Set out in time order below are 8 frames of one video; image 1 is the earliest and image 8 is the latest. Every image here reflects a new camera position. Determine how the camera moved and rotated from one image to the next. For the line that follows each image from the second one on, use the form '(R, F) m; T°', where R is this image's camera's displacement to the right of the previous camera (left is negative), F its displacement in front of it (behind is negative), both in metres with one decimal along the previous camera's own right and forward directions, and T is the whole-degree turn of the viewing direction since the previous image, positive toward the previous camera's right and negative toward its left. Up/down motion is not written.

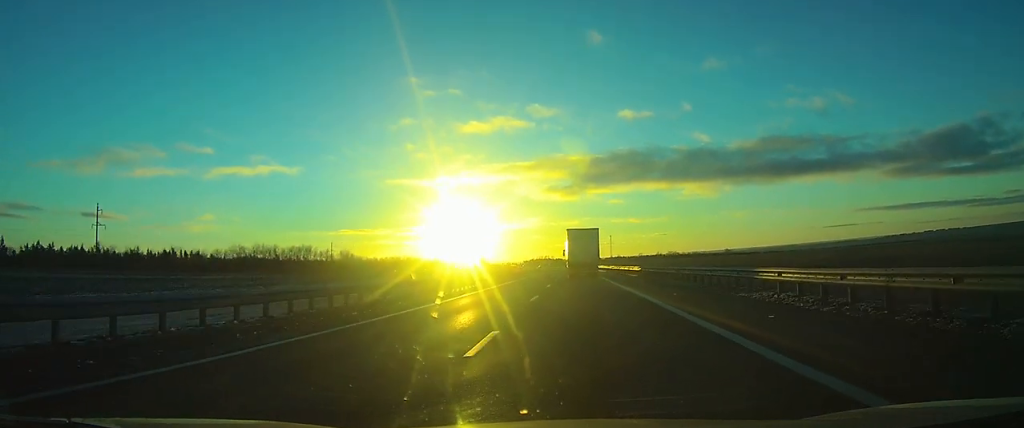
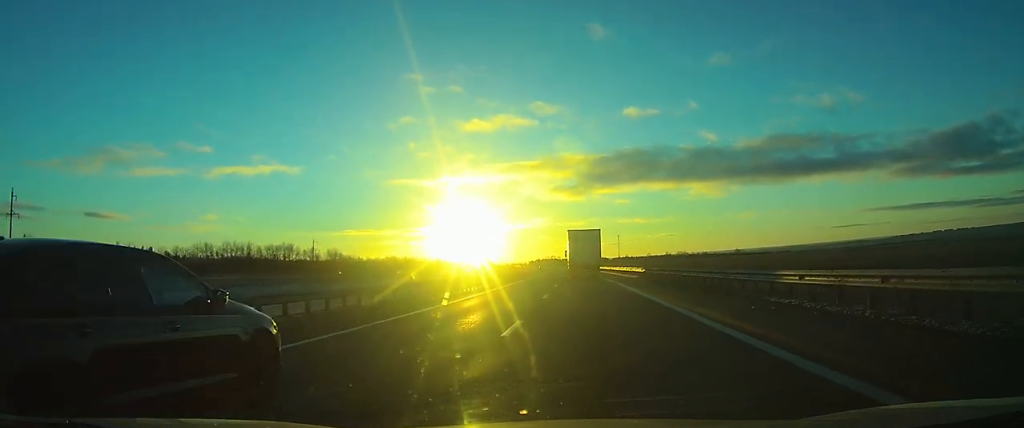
(-0.3, +35.2) m; -1°
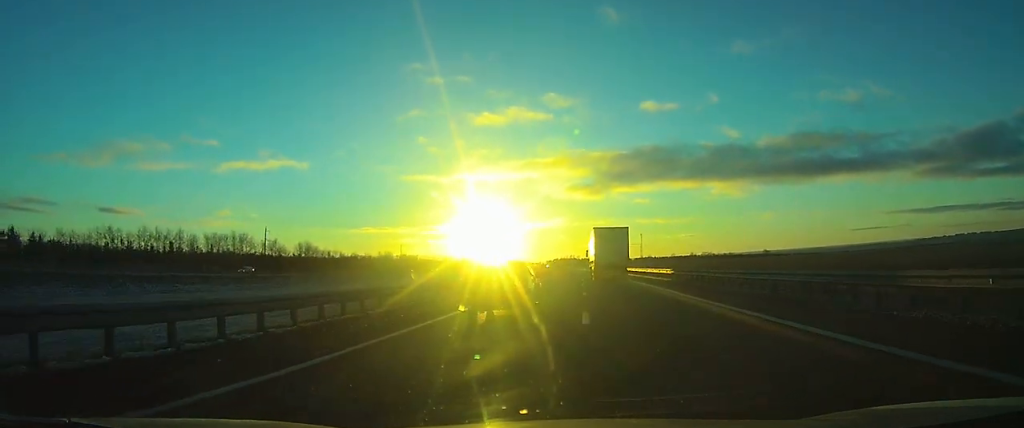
(-0.7, +71.0) m; -2°
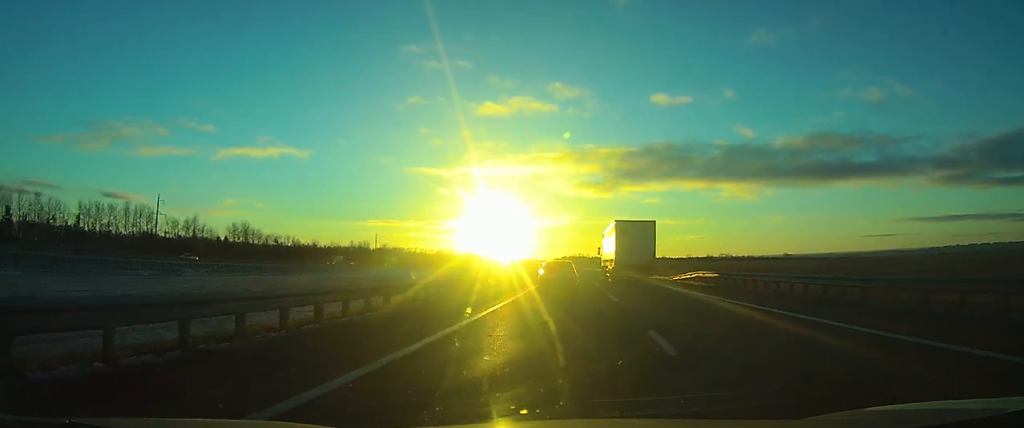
(-1.0, +73.3) m; -1°
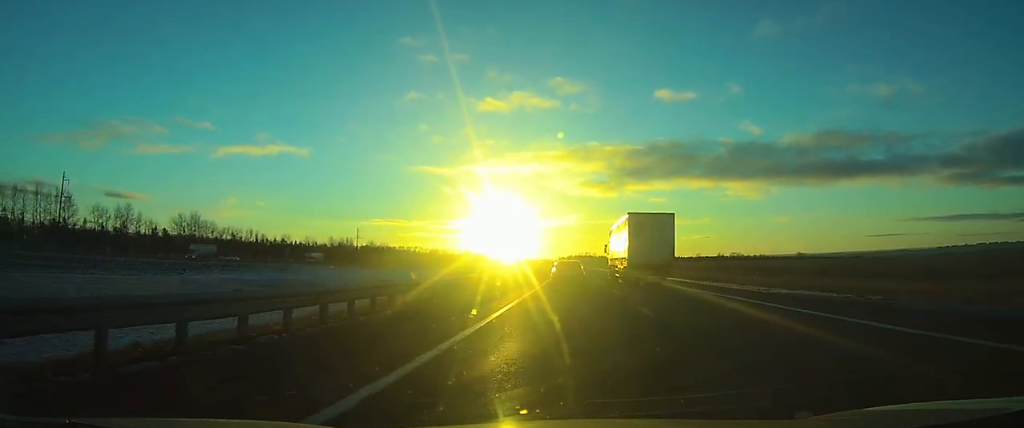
(-0.1, +40.6) m; 0°
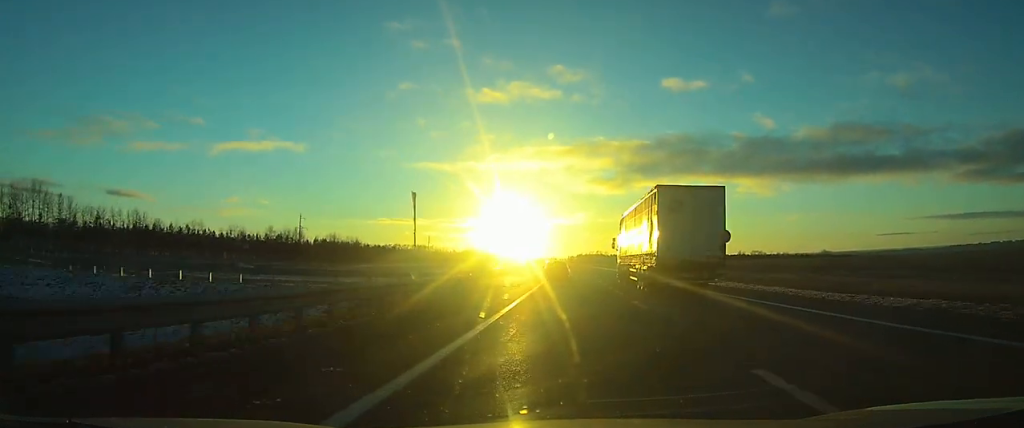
(-0.2, +84.6) m; -1°
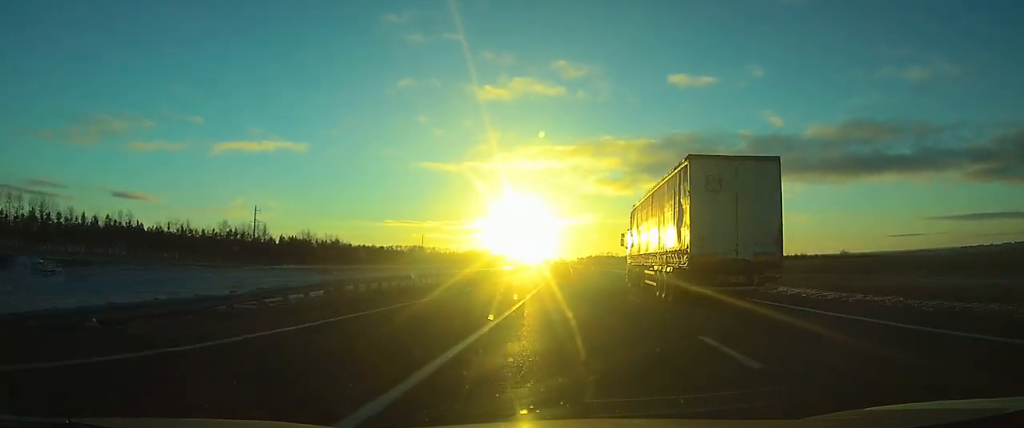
(-0.3, +45.7) m; -1°
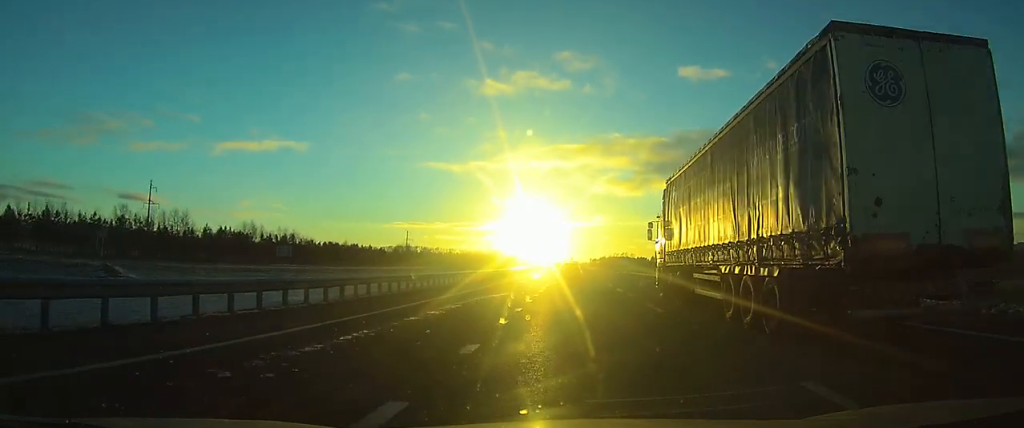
(-0.7, +62.7) m; -1°
